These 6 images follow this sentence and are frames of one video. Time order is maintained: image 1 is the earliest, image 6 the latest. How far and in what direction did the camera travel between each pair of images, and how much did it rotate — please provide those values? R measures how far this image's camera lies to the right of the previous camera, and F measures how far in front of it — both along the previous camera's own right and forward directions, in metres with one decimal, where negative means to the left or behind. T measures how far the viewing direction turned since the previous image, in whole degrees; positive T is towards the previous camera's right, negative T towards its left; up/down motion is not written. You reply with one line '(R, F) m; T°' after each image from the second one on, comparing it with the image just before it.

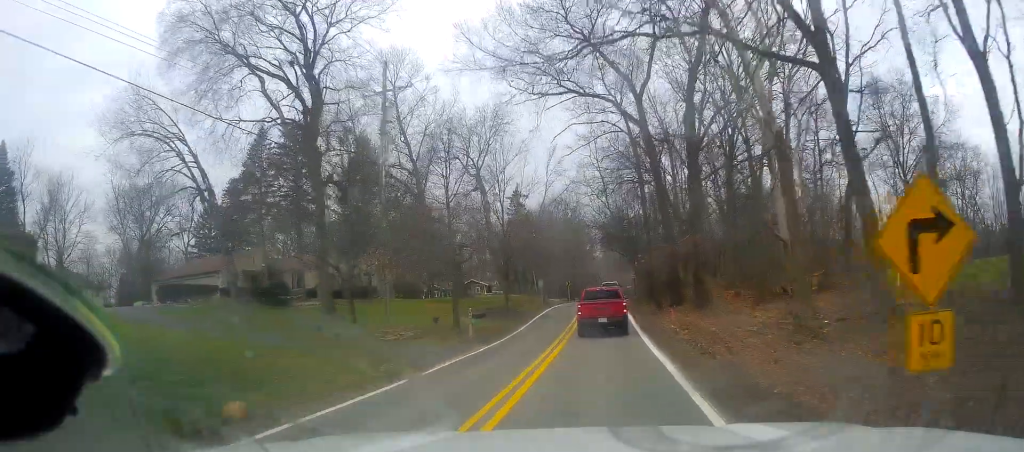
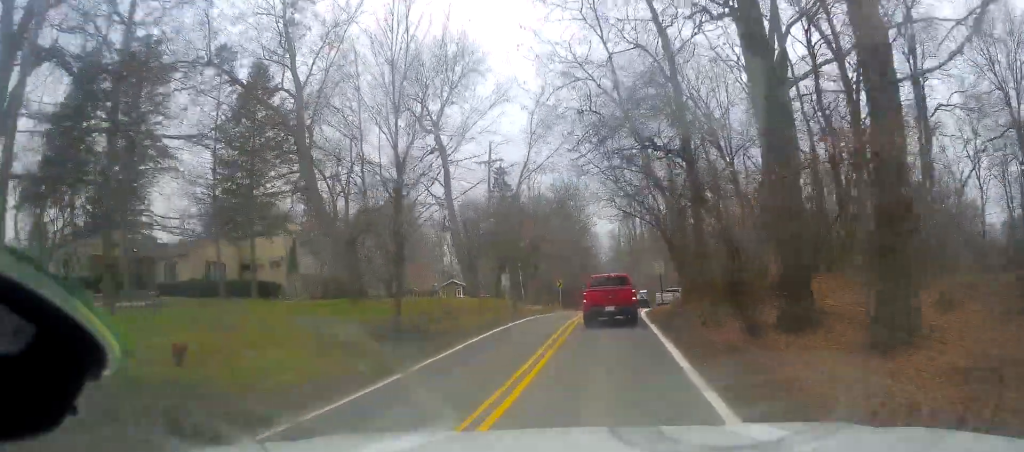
(+1.0, +22.1) m; +1°
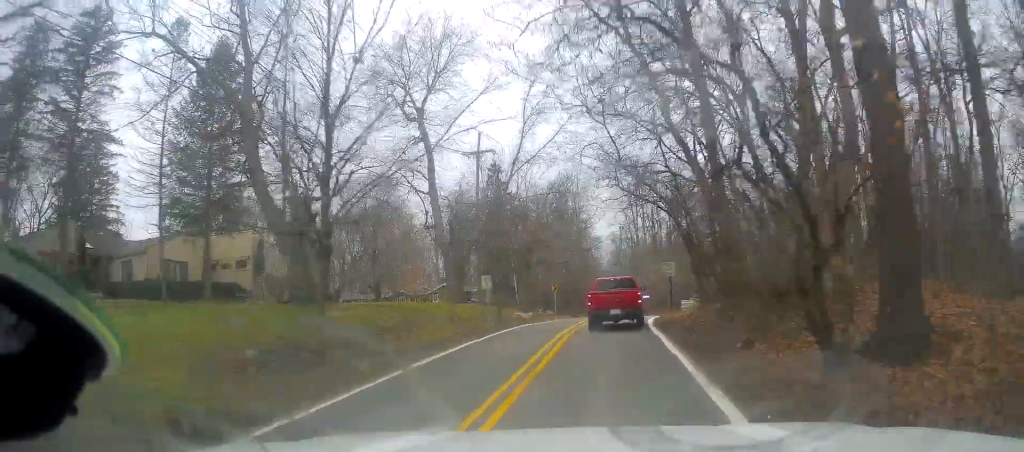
(0.0, +5.1) m; -1°
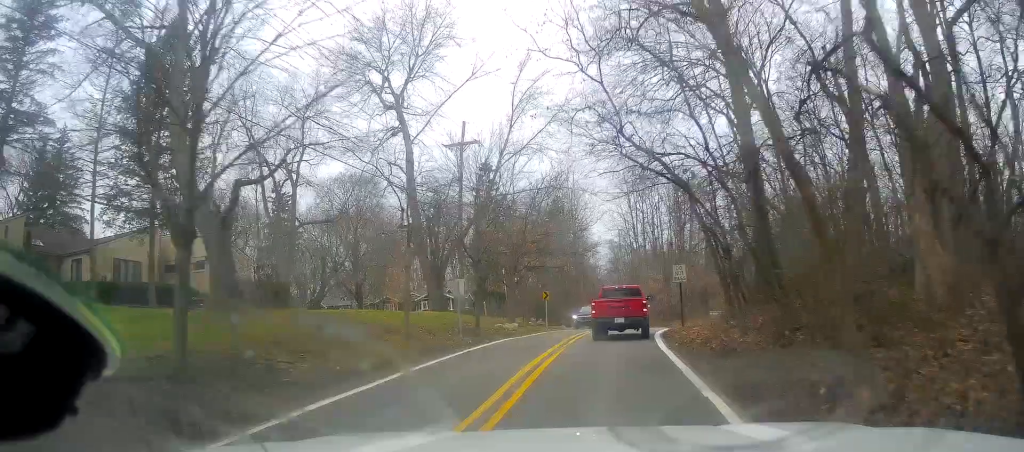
(-0.3, +5.0) m; 0°
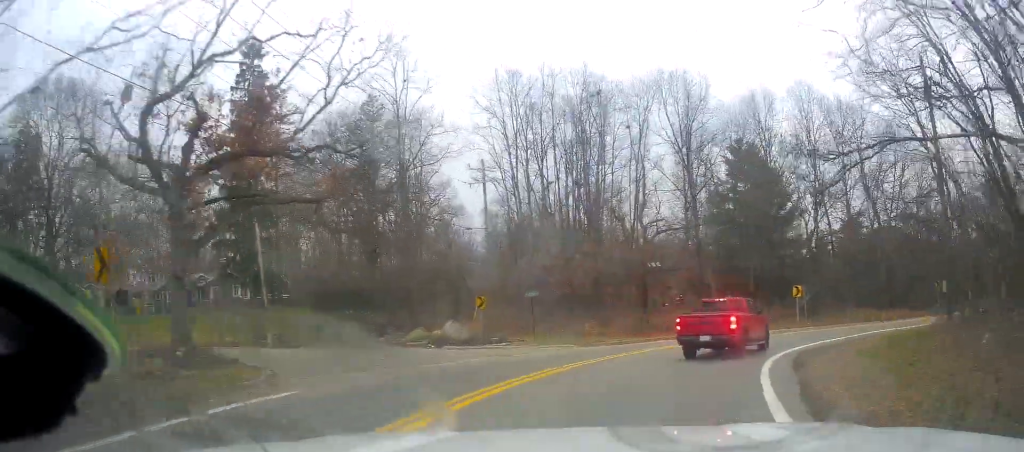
(+2.3, +33.5) m; +12°
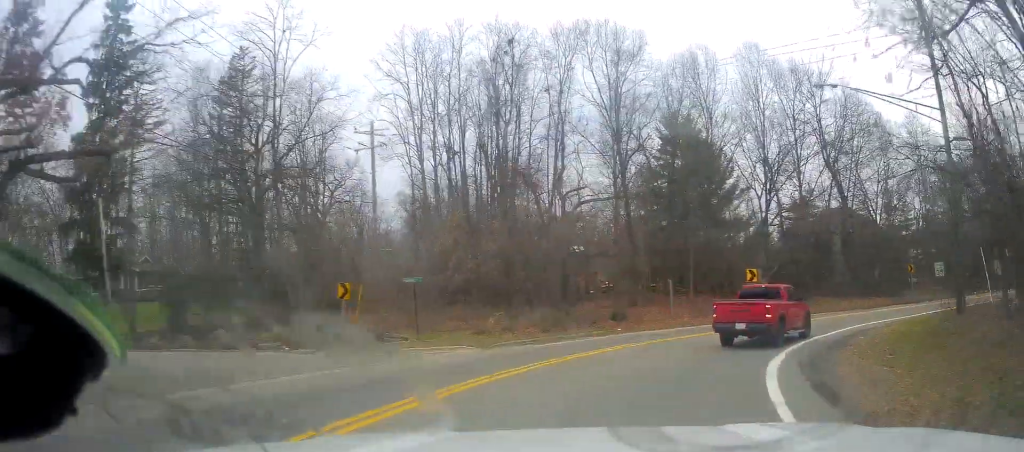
(+0.4, +7.5) m; +7°
